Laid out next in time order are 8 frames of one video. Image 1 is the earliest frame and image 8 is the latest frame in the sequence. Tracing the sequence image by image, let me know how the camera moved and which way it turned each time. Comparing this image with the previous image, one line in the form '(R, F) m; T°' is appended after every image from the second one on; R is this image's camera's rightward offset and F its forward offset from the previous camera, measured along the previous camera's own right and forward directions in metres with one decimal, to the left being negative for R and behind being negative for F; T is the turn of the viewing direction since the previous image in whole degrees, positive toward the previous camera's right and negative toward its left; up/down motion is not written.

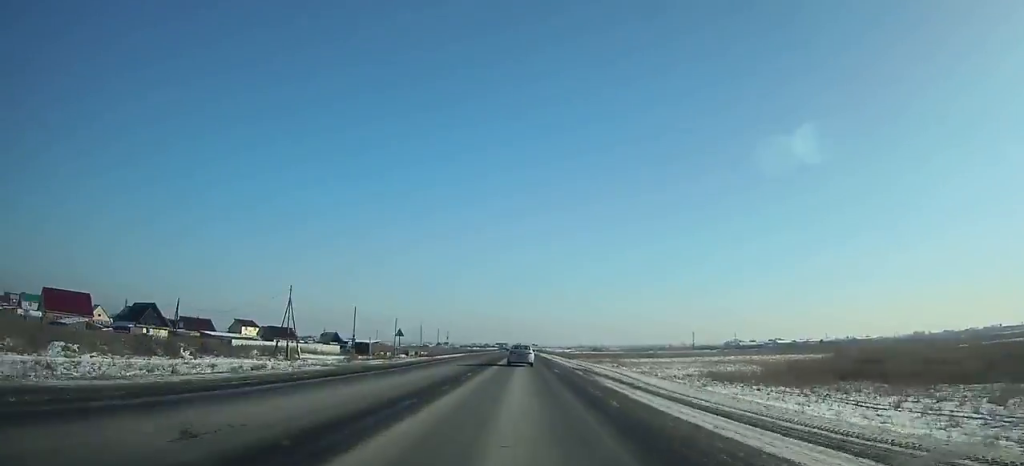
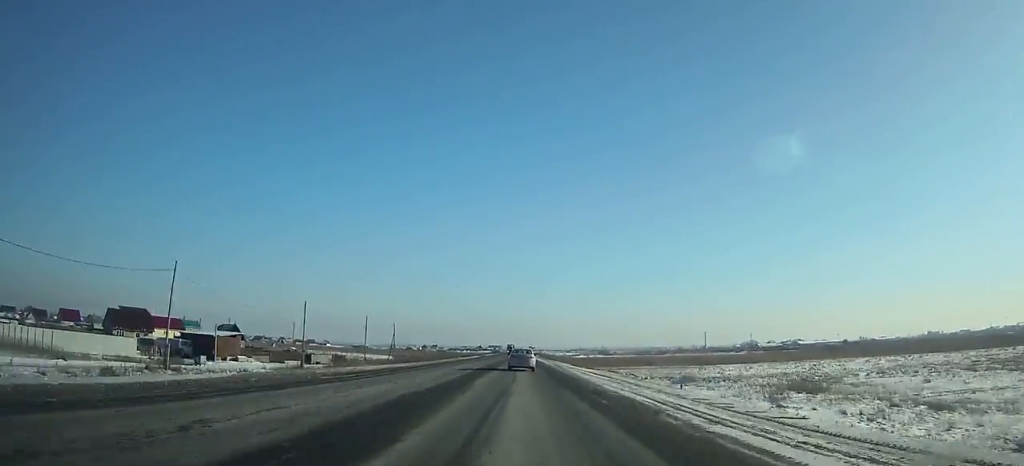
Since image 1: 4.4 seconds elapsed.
(0.0, +91.5) m; 0°
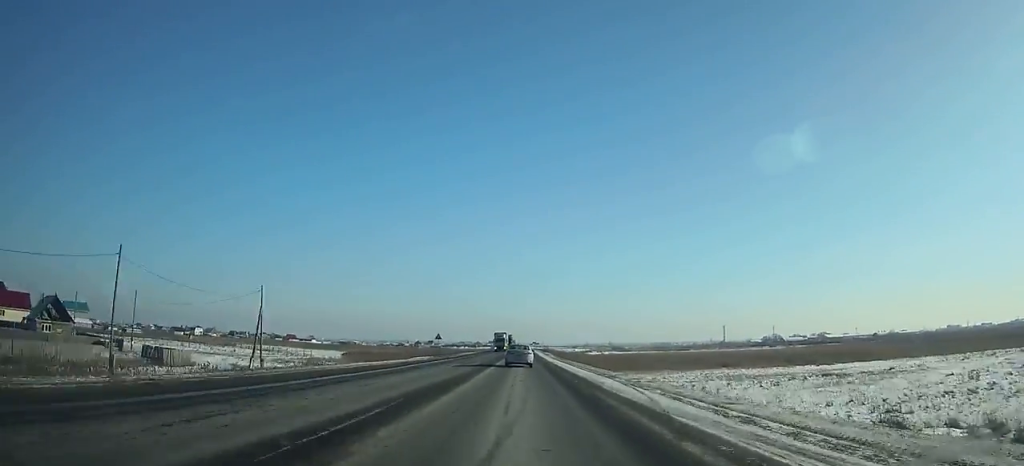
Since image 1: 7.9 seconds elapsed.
(+0.1, +74.5) m; 0°
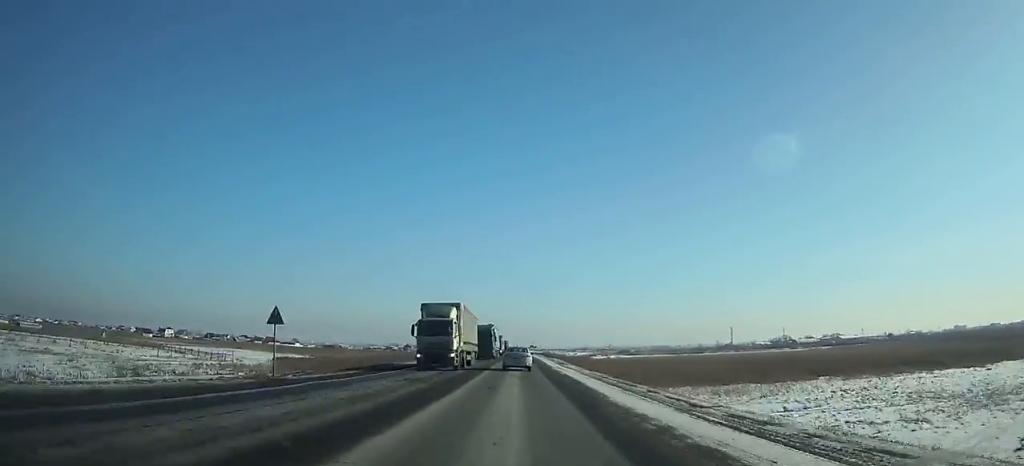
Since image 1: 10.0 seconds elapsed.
(0.0, +45.3) m; 0°
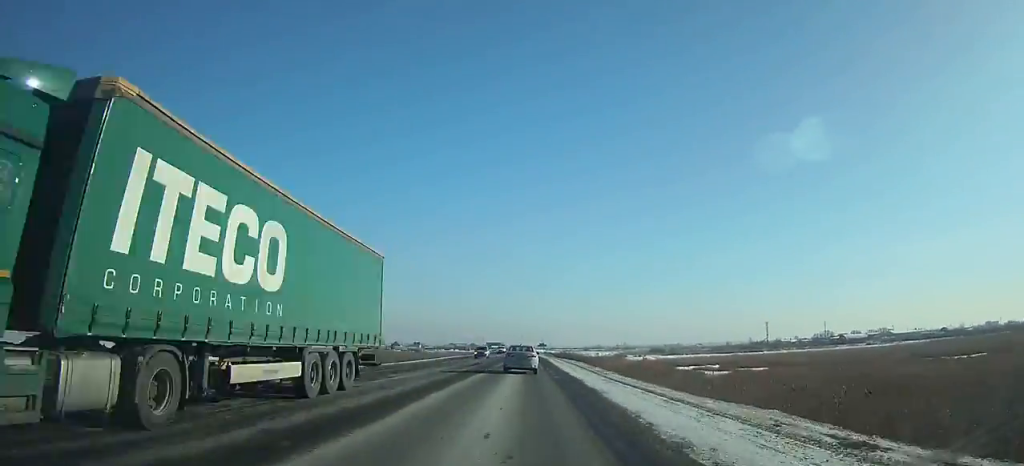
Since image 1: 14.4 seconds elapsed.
(+0.2, +95.3) m; 0°
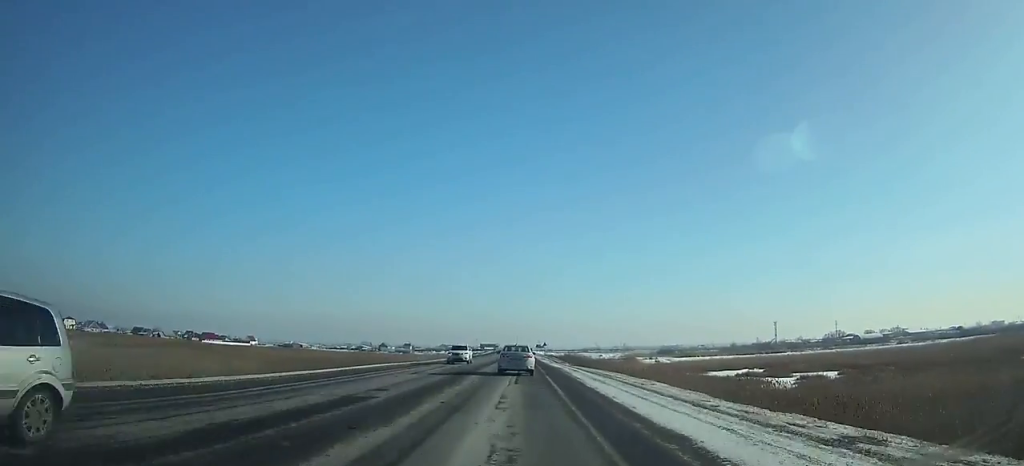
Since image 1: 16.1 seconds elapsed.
(0.0, +36.5) m; 0°
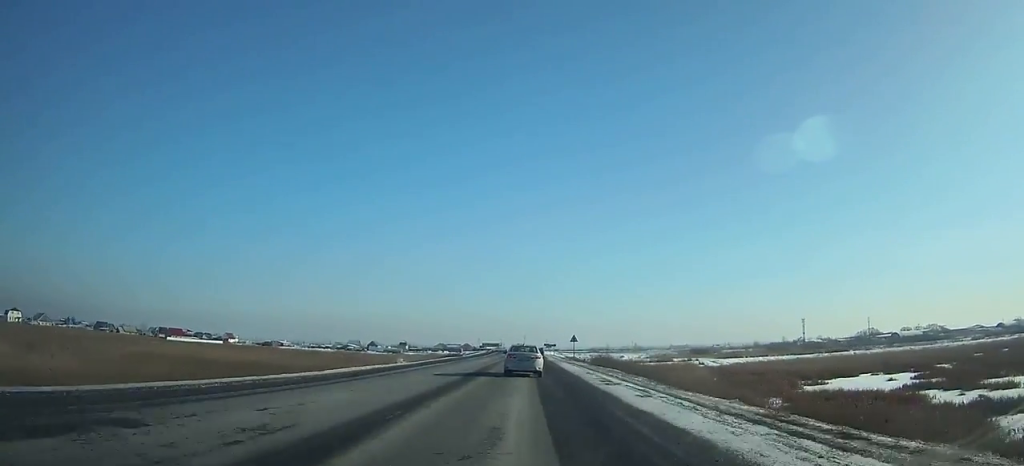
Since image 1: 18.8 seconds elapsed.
(-0.2, +56.6) m; 0°
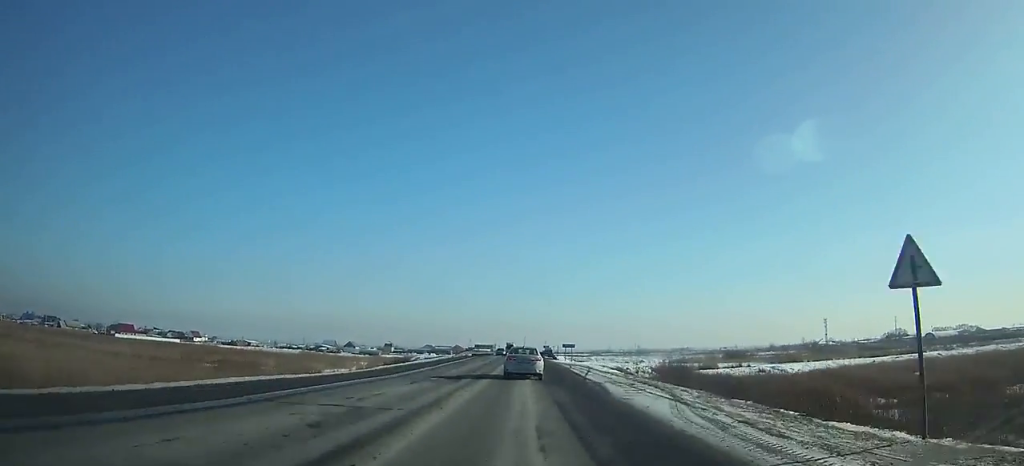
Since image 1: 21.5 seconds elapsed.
(-0.1, +54.9) m; 0°
